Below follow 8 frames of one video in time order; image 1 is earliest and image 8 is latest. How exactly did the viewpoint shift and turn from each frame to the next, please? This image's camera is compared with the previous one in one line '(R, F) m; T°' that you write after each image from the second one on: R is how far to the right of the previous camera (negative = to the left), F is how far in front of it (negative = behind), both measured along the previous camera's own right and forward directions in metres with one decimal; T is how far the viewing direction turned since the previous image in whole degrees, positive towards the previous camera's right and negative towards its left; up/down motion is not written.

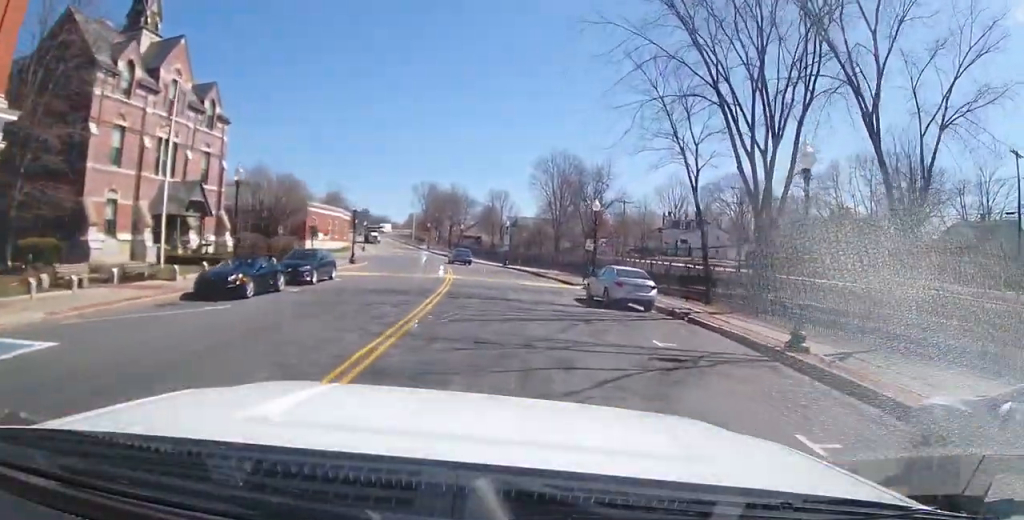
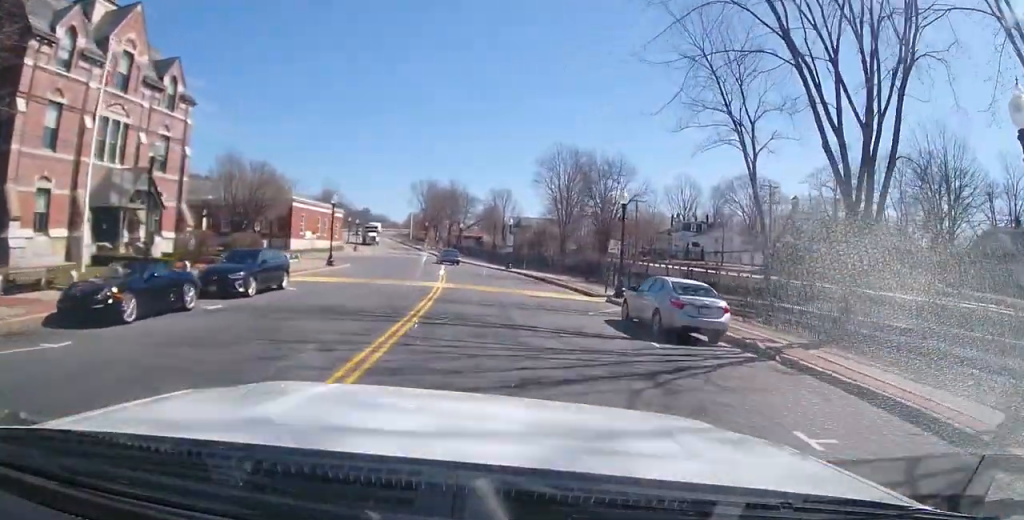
(-0.3, +6.3) m; +2°
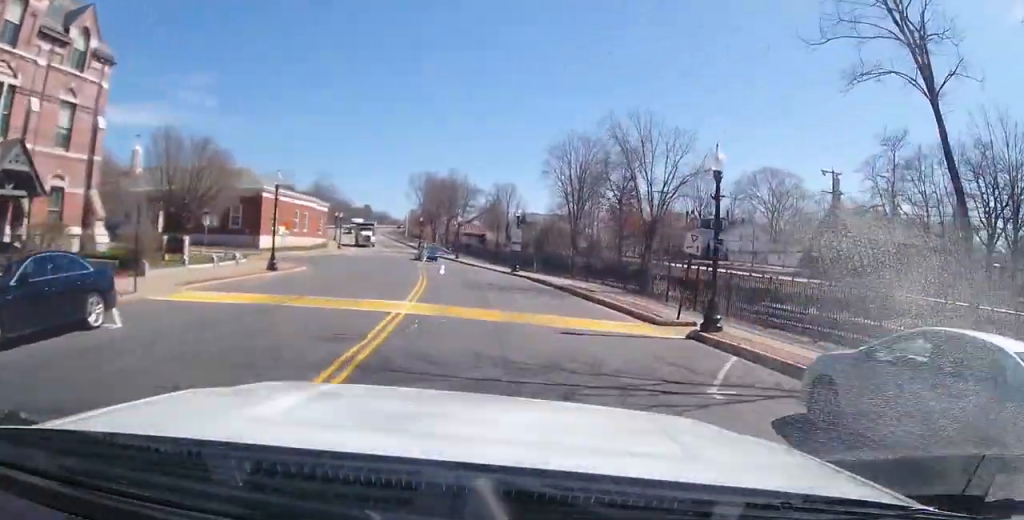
(+0.7, +10.6) m; 0°
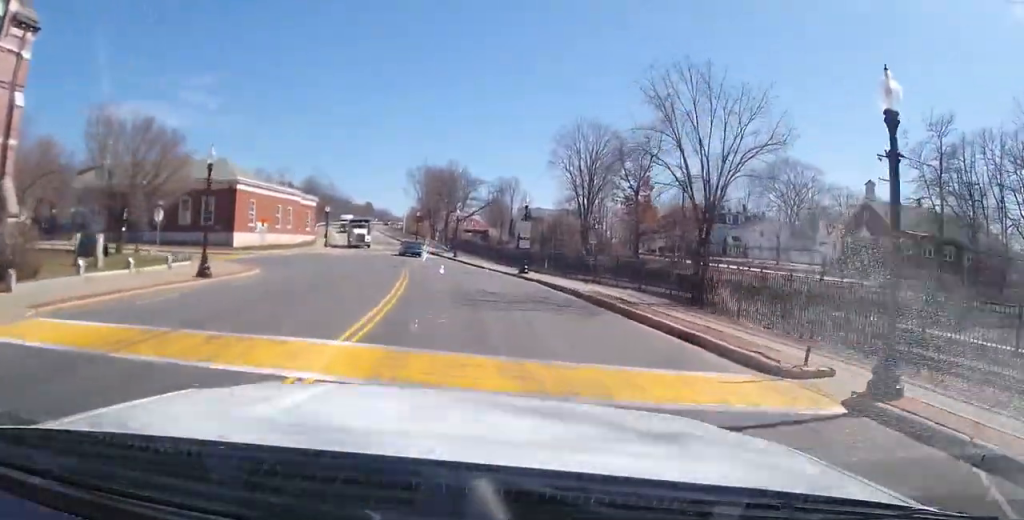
(-0.4, +7.2) m; -2°
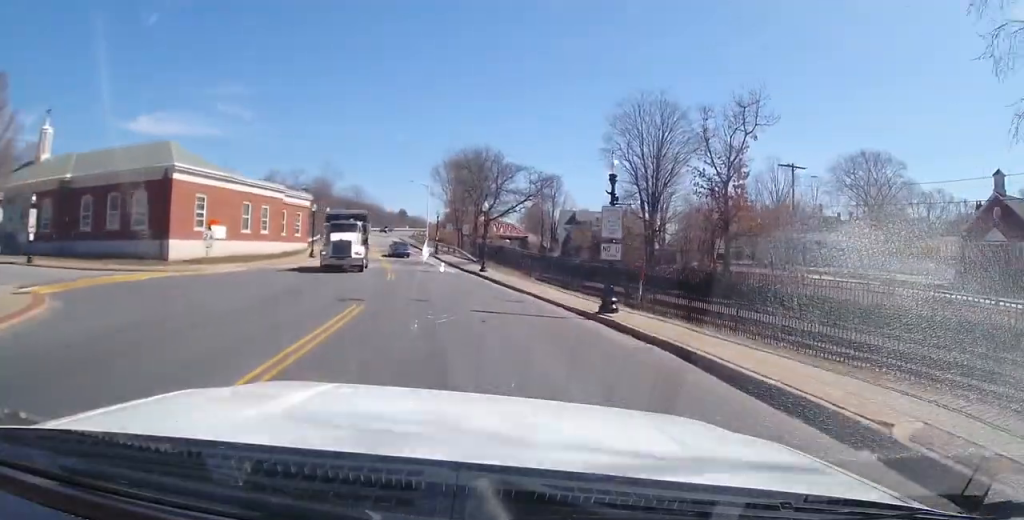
(-0.4, +17.3) m; -3°
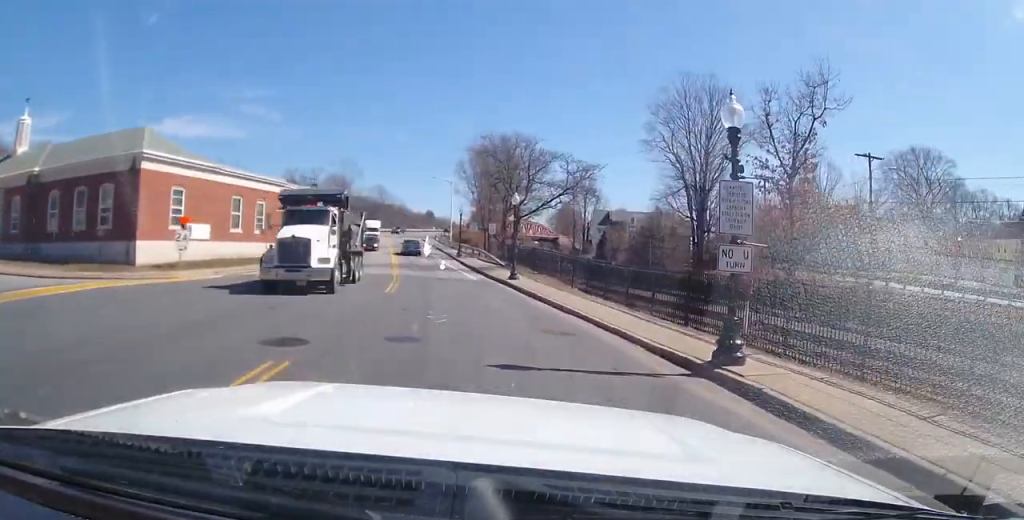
(-0.2, +7.2) m; -1°
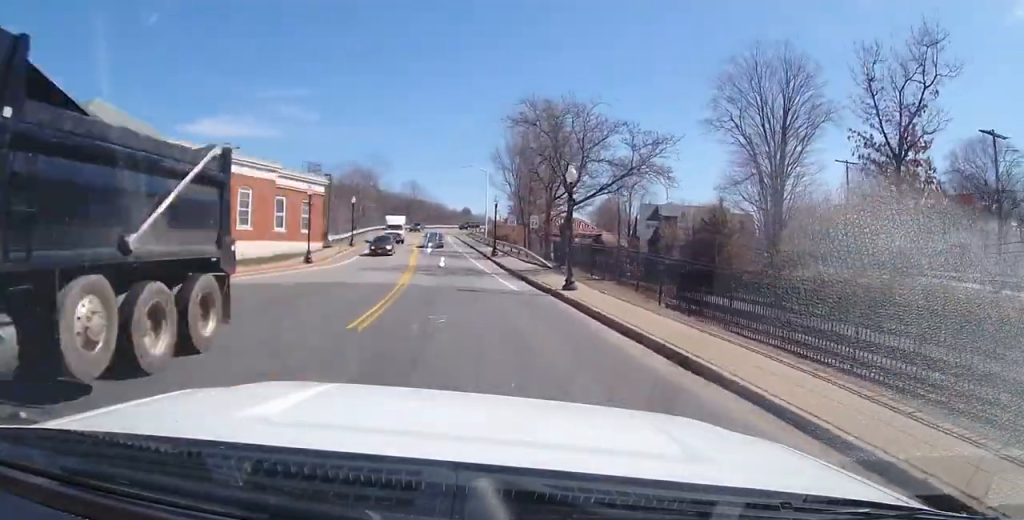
(-0.1, +9.3) m; -2°
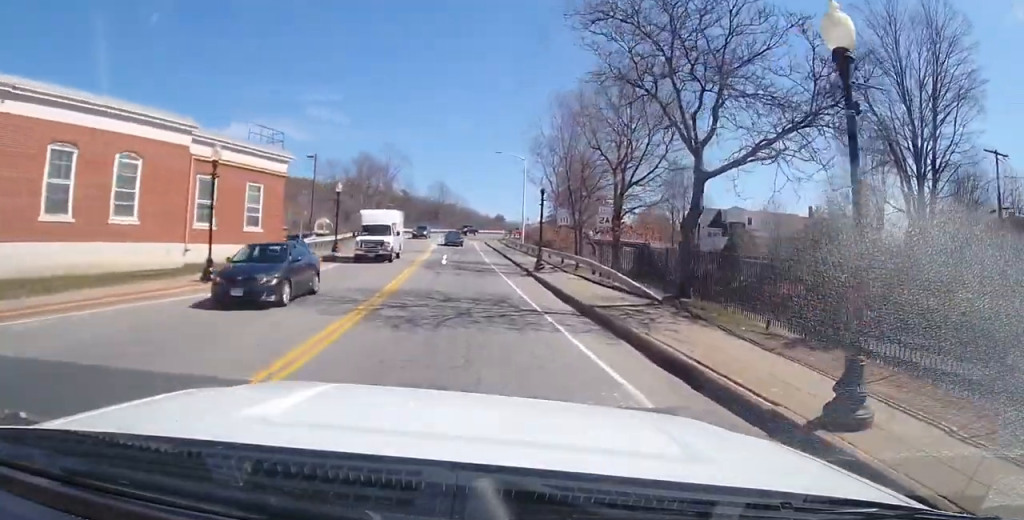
(-0.8, +15.6) m; -5°
